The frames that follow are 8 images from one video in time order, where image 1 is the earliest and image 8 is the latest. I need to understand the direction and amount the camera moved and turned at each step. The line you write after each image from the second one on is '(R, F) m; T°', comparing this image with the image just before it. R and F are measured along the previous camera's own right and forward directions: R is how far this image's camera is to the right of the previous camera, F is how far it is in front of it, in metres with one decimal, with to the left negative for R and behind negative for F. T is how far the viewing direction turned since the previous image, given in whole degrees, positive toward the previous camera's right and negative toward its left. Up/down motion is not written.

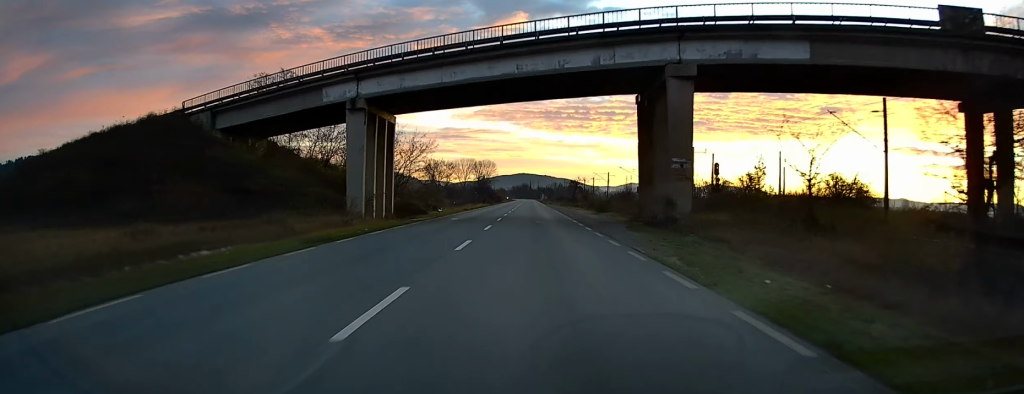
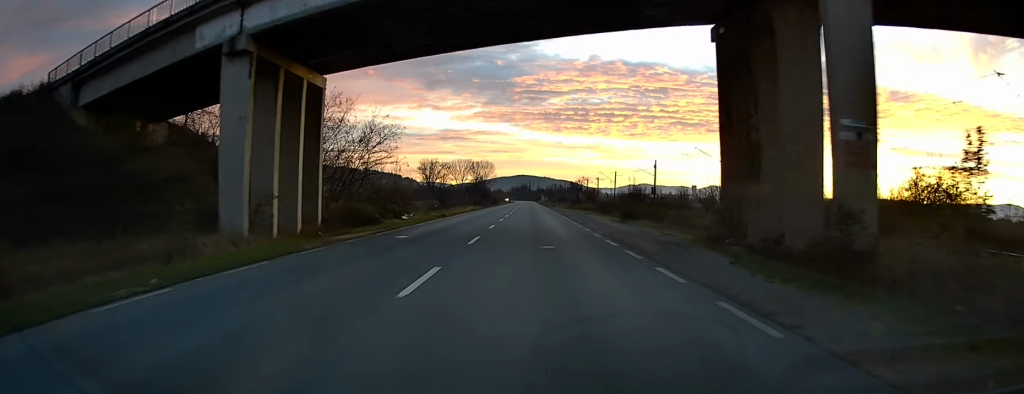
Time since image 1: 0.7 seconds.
(+0.1, +15.4) m; 0°
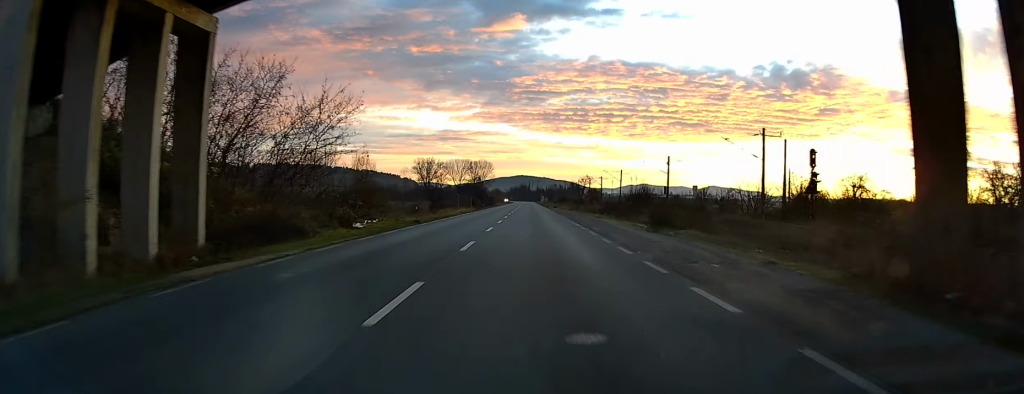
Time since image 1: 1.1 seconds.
(0.0, +10.7) m; 0°
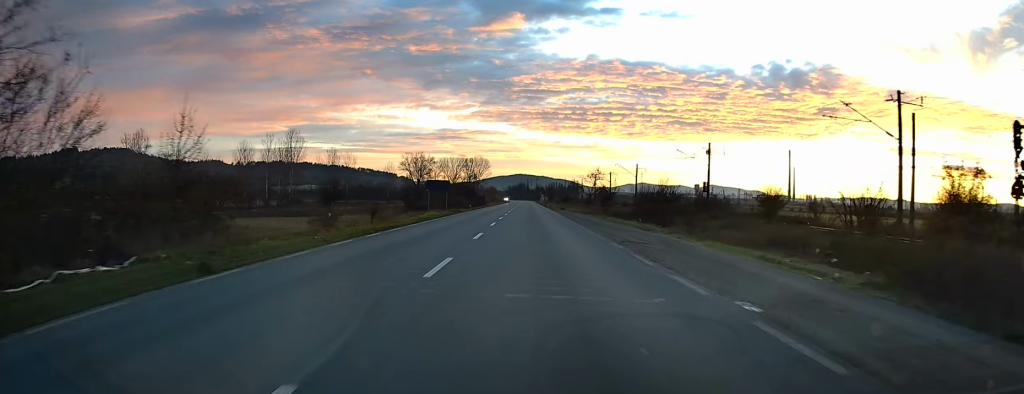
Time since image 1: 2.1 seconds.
(-0.1, +23.0) m; 0°
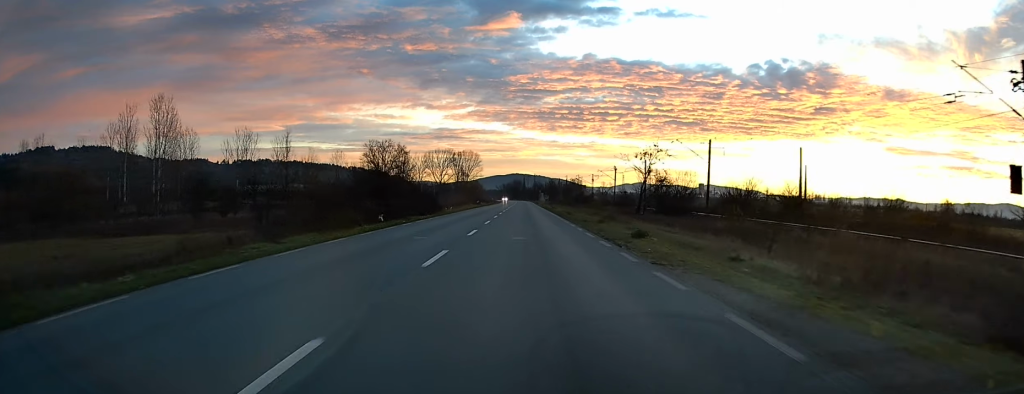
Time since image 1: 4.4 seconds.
(-0.7, +52.4) m; -1°
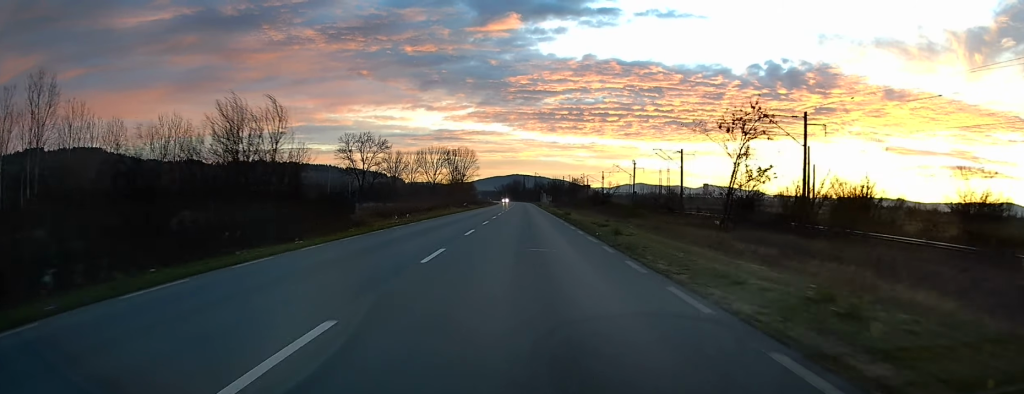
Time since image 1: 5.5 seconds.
(+0.4, +26.2) m; +1°
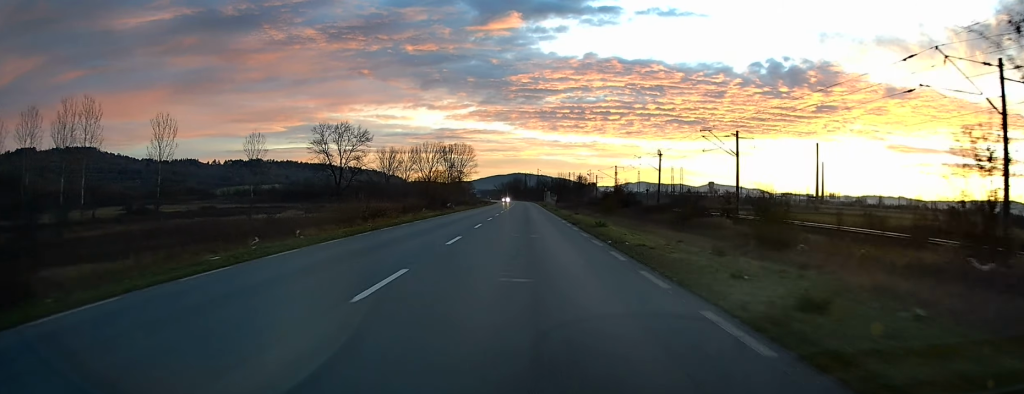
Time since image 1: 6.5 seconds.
(0.0, +22.4) m; 0°
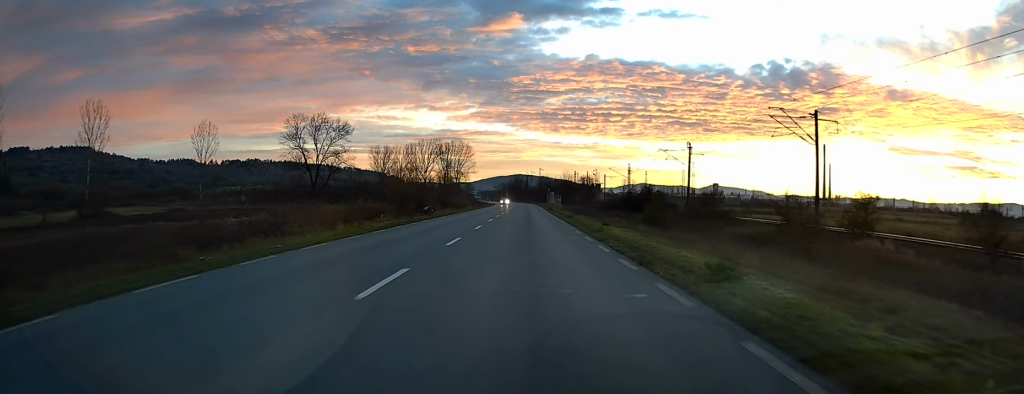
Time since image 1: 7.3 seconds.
(0.0, +17.7) m; 0°
